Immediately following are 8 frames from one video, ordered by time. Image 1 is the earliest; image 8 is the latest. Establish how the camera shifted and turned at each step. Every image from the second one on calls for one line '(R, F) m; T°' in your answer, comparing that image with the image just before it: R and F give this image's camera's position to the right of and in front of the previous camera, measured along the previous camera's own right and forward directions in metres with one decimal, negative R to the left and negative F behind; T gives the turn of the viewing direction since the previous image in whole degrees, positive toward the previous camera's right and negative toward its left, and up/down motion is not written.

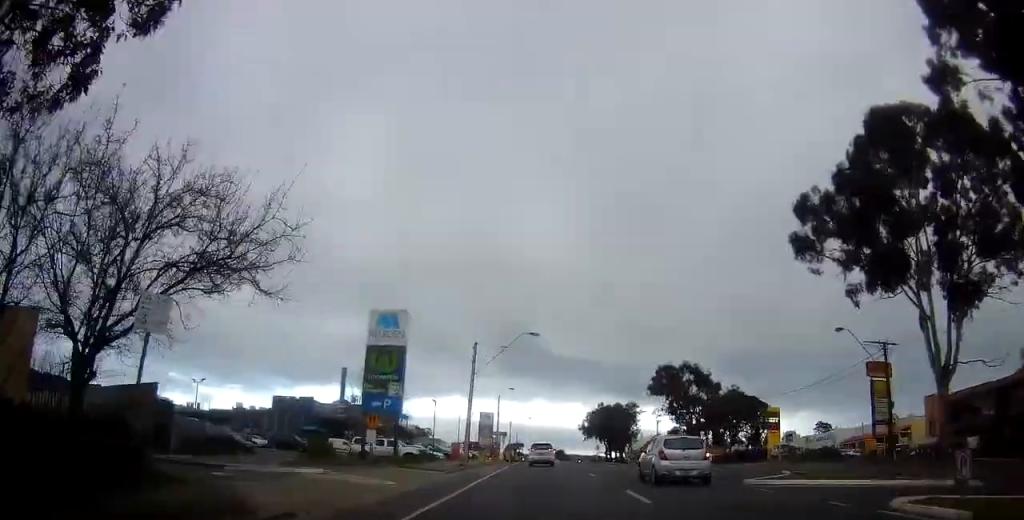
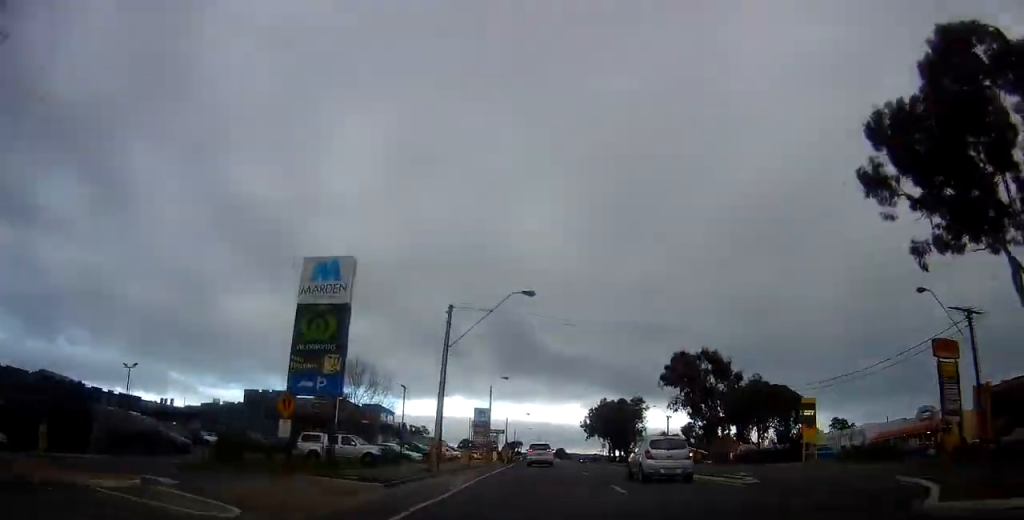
(0.0, +9.3) m; +1°
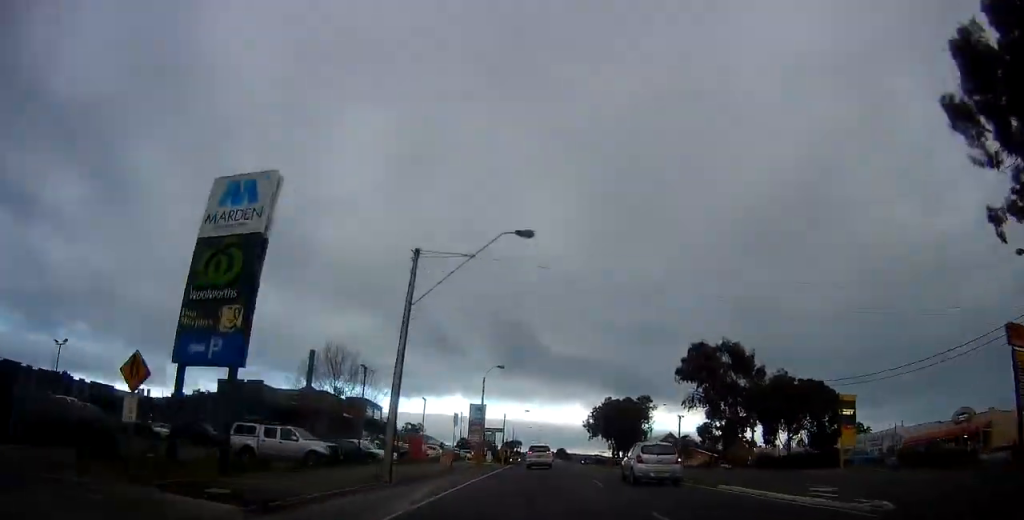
(+0.1, +7.9) m; 0°
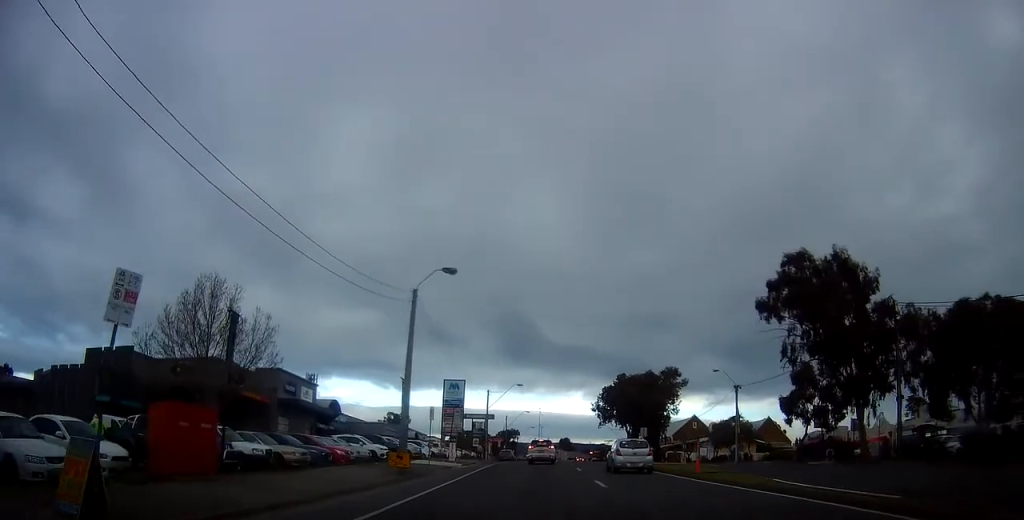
(-1.0, +26.5) m; -2°
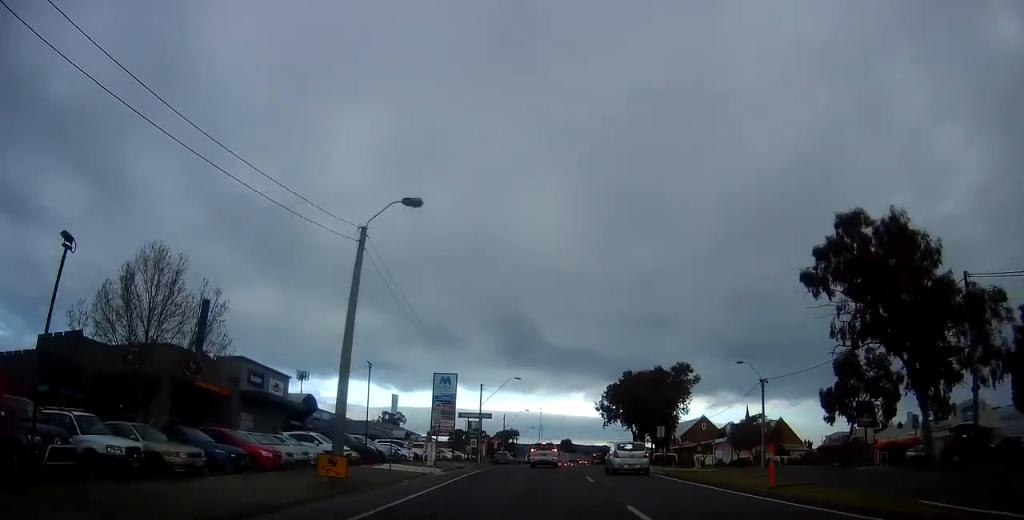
(+0.4, +7.4) m; +2°
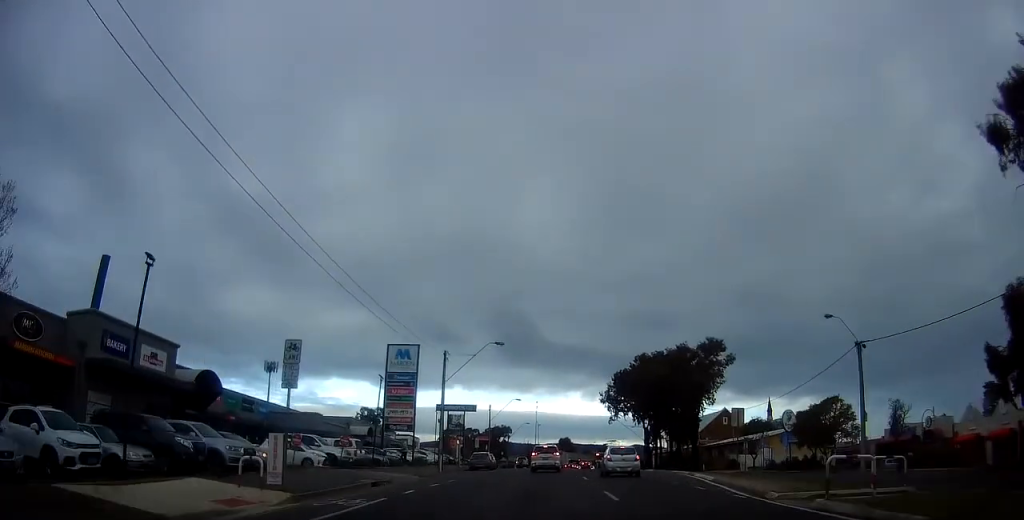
(-0.1, +18.7) m; 0°
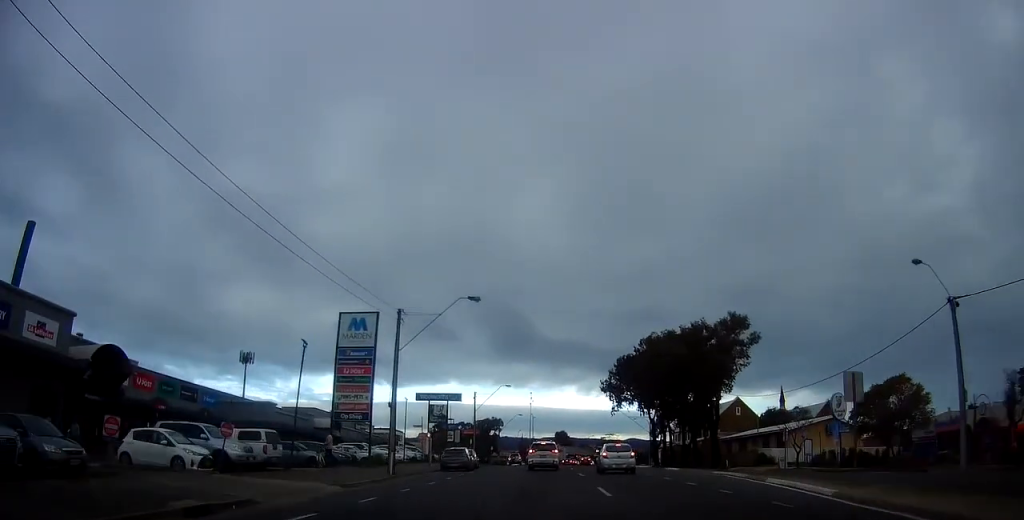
(0.0, +10.9) m; 0°
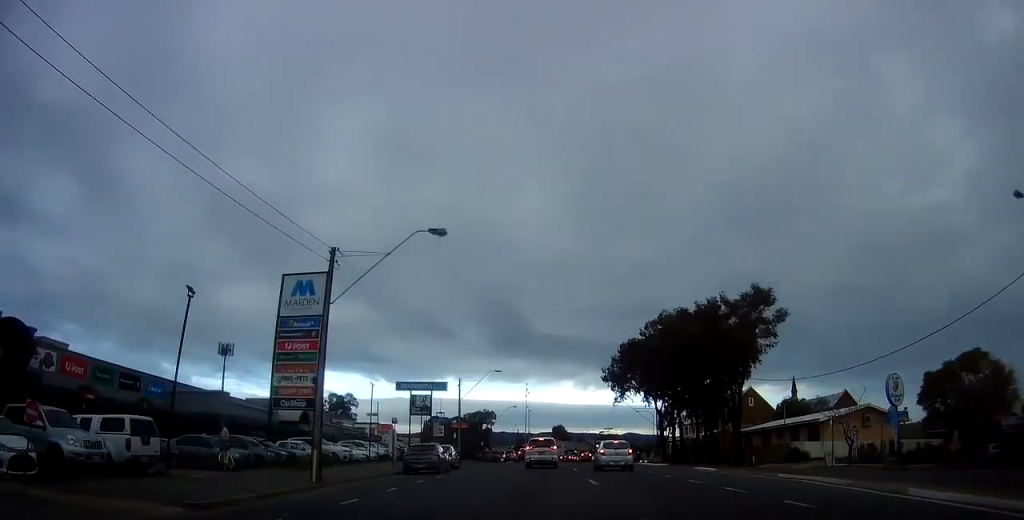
(0.0, +8.7) m; 0°
